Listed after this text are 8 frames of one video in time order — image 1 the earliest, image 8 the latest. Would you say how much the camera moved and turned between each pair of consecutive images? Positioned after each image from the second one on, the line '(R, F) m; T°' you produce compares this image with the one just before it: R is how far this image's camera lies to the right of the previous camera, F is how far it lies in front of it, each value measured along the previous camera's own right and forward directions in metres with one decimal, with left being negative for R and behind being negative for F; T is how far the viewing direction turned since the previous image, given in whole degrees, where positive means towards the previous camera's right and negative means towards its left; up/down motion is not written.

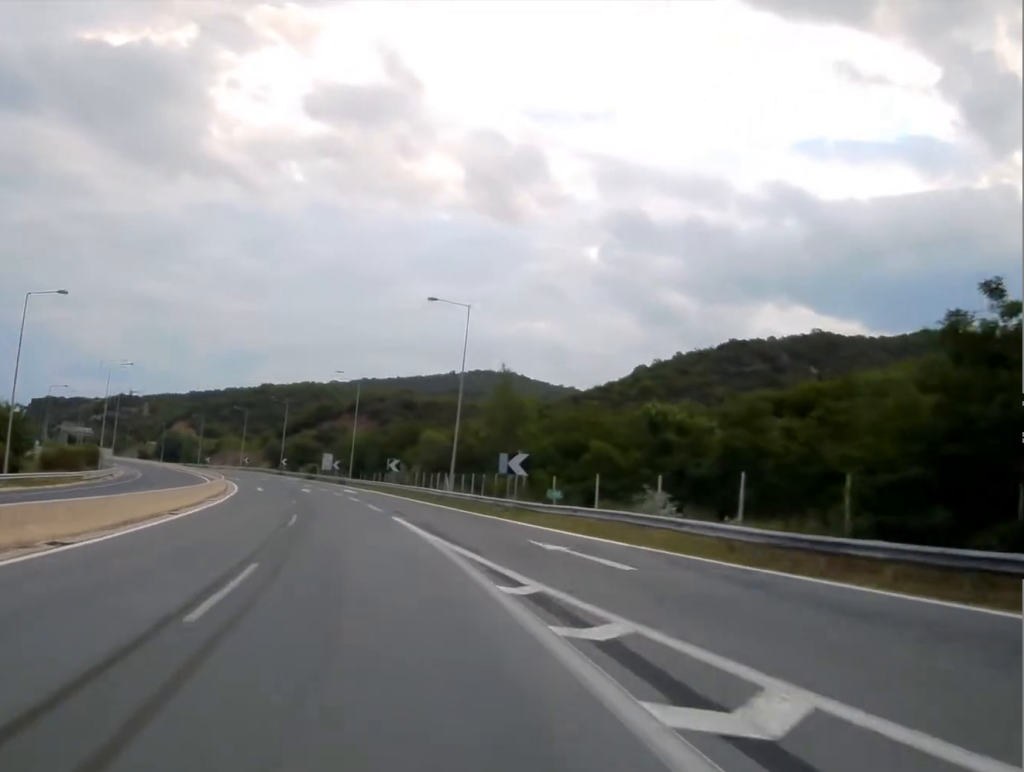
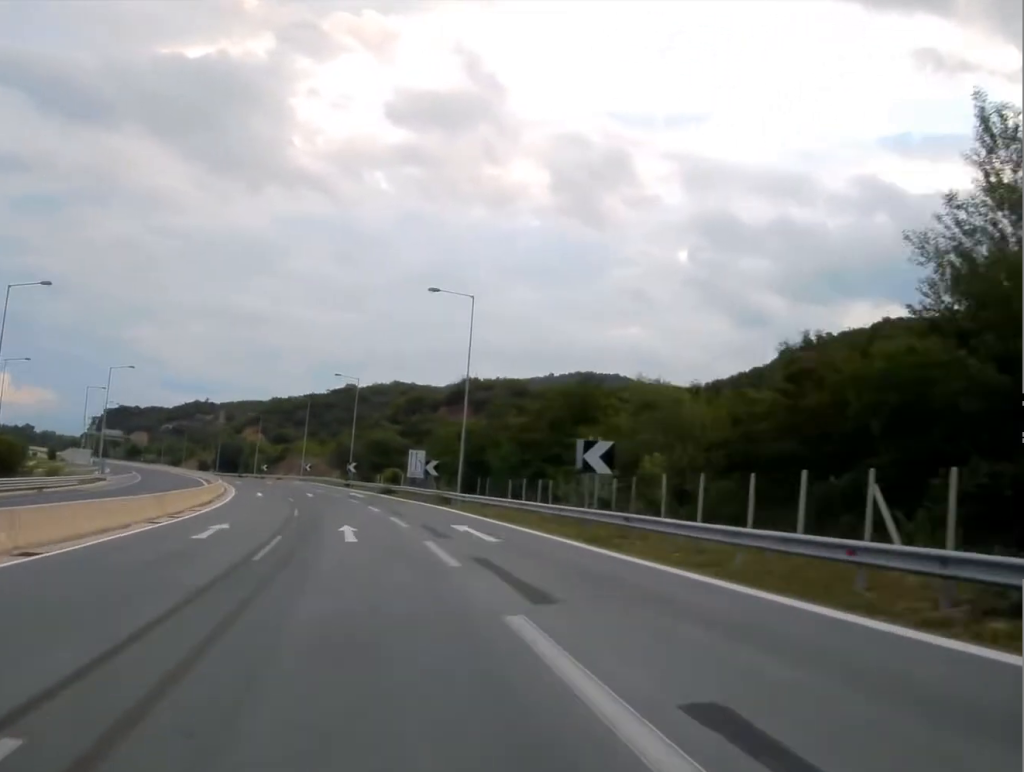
(-2.2, +46.6) m; -6°
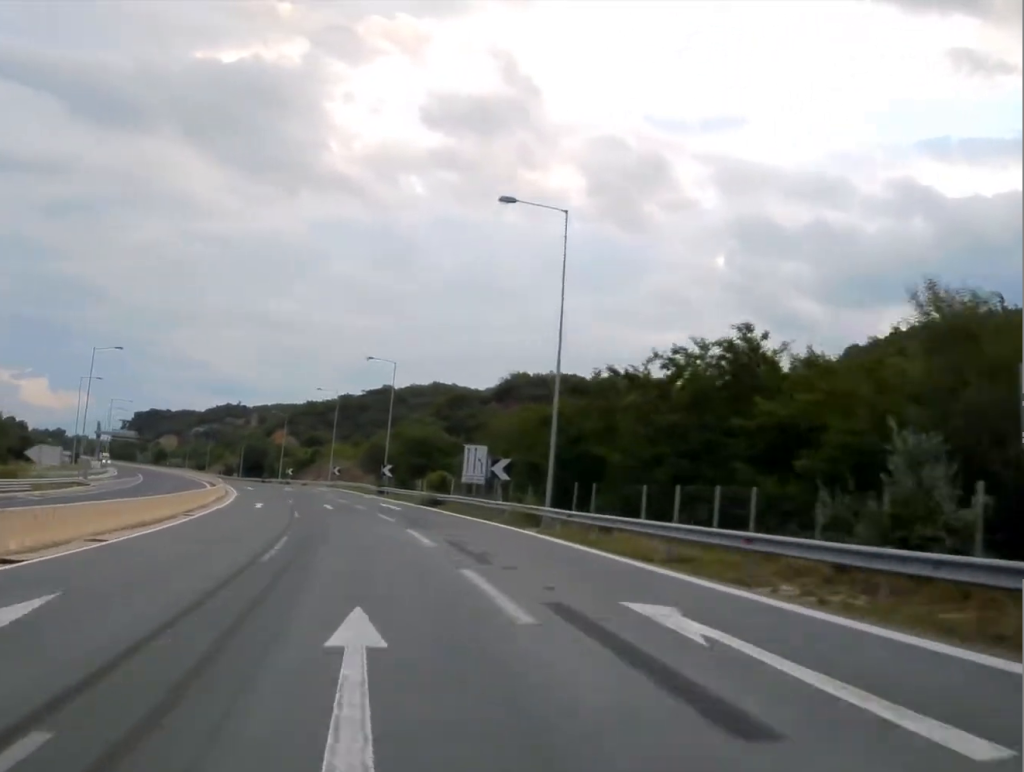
(-0.4, +20.3) m; -3°
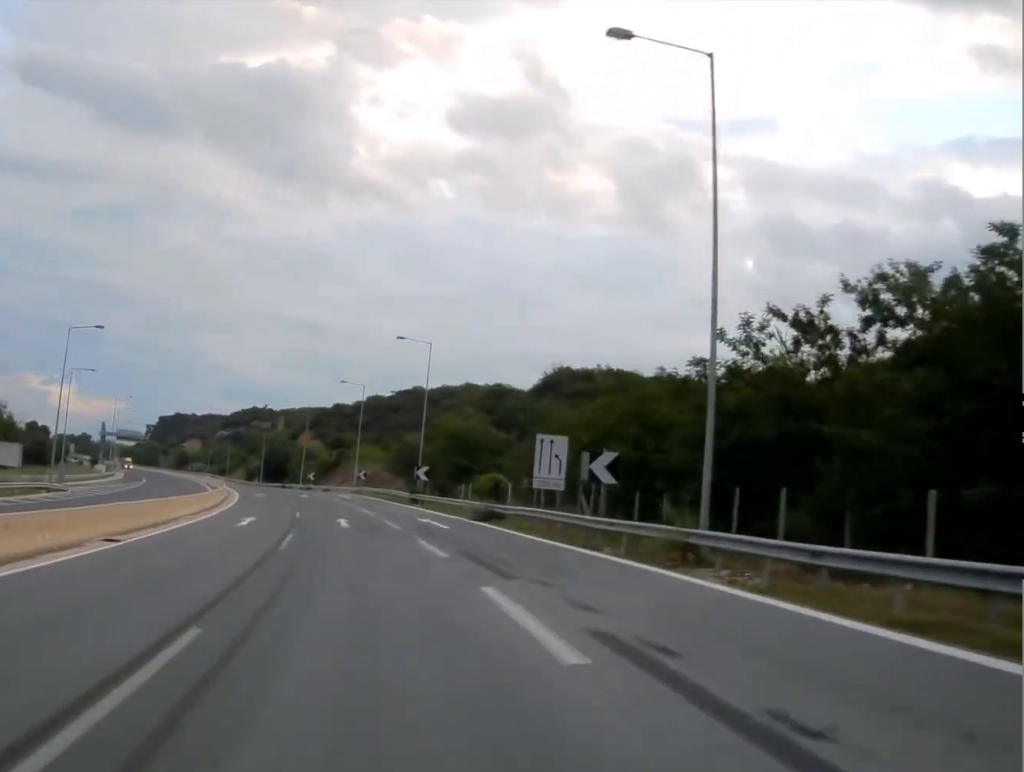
(-0.3, +18.4) m; -2°
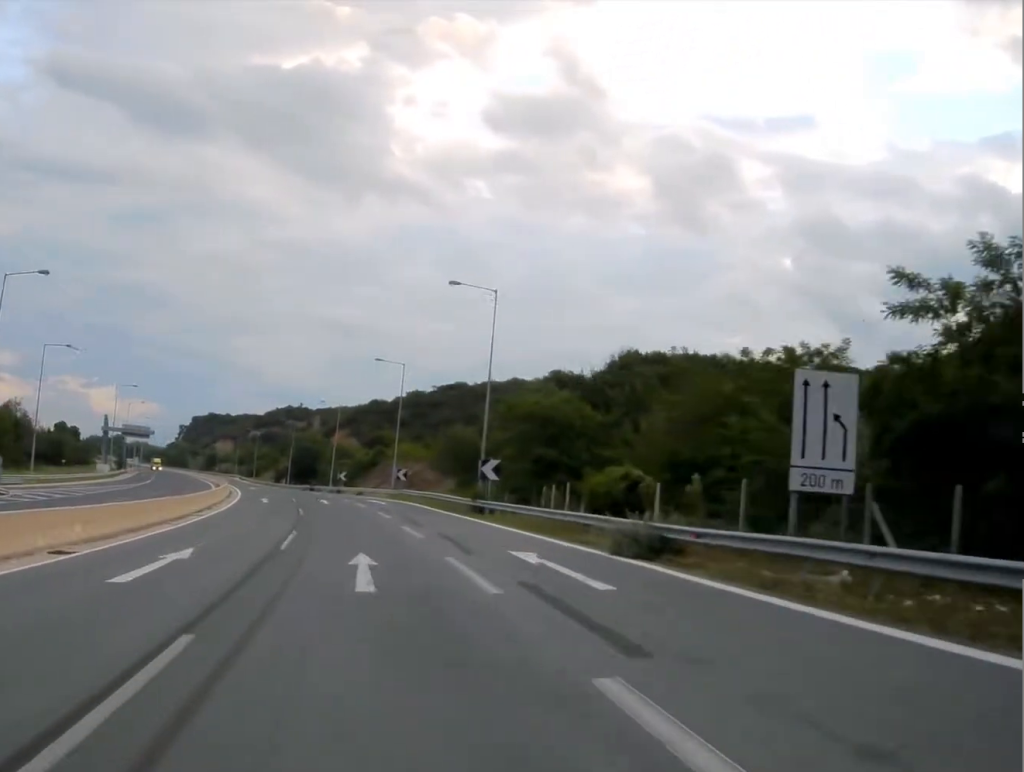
(-0.8, +28.8) m; -4°
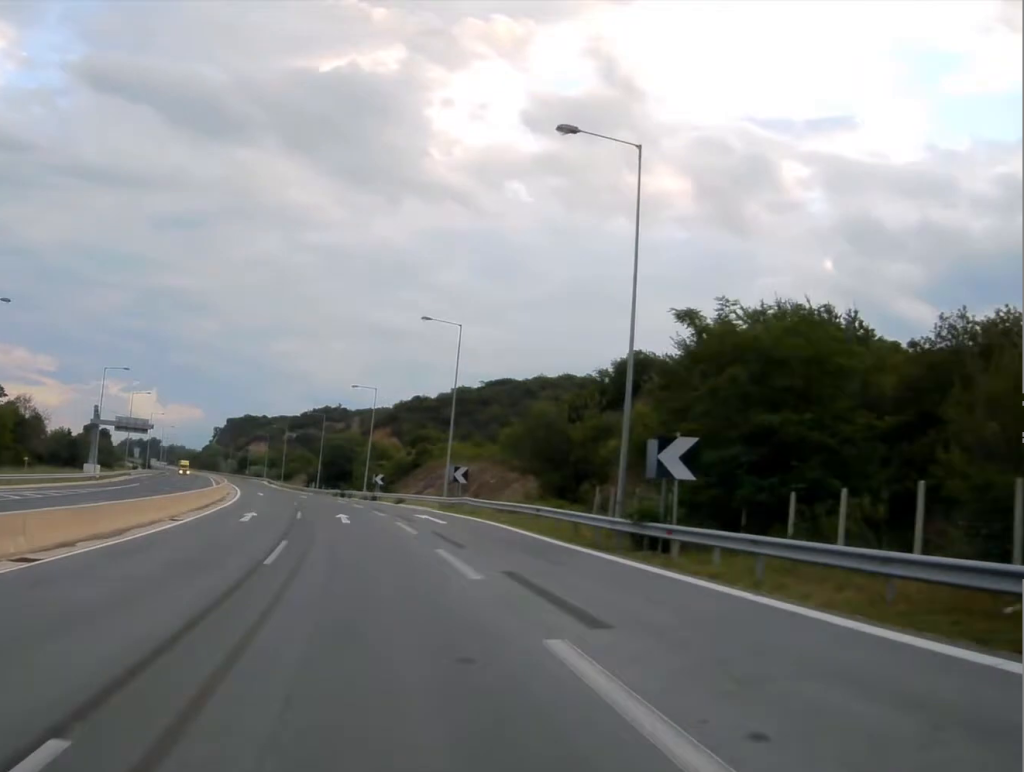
(-1.6, +38.8) m; -5°
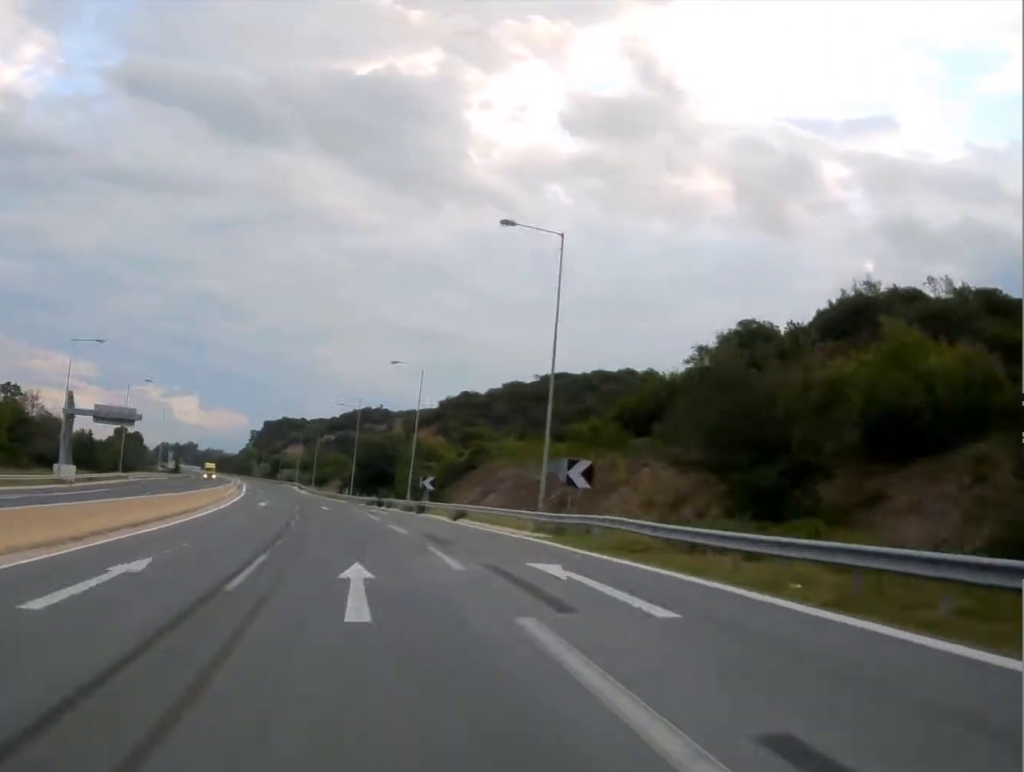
(-0.2, +24.3) m; -3°
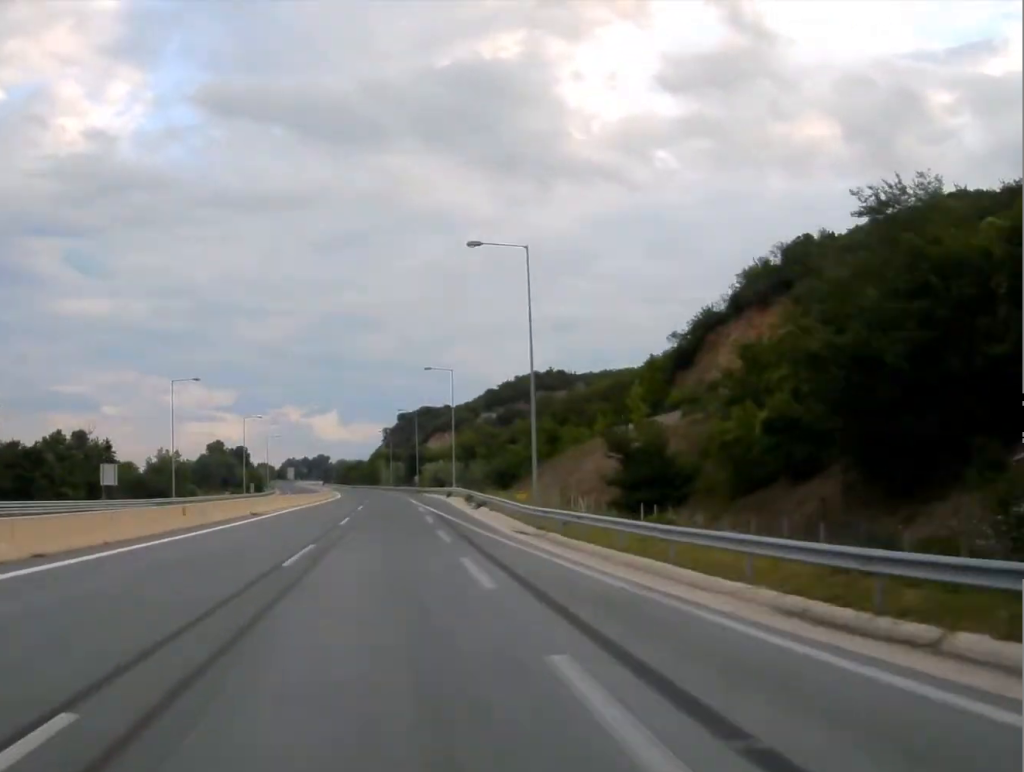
(-10.9, +122.1) m; -7°
